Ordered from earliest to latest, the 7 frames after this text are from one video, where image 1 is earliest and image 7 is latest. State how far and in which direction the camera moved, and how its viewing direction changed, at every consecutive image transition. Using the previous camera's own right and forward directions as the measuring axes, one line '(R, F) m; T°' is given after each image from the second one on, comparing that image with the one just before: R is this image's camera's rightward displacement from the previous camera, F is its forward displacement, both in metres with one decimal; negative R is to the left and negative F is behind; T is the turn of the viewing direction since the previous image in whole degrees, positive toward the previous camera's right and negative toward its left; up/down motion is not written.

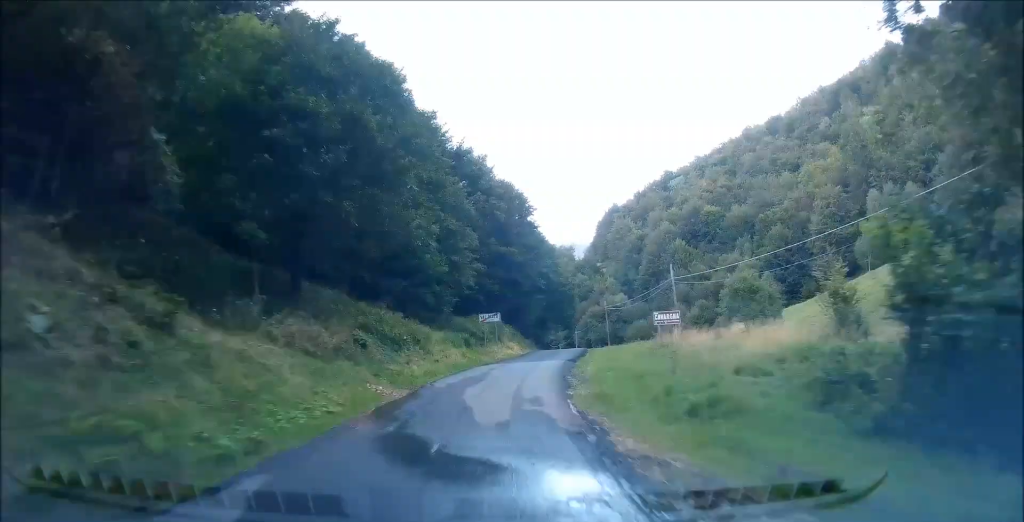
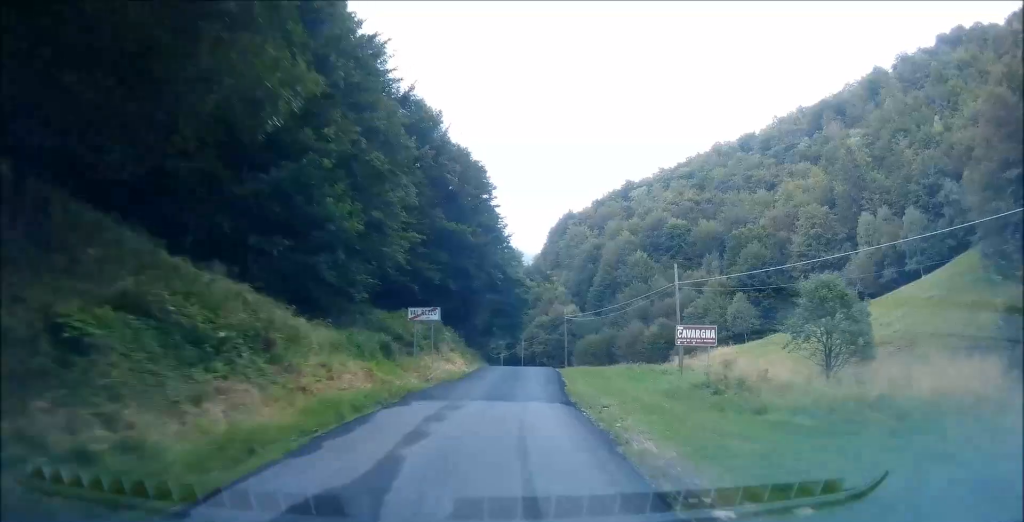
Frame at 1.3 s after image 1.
(+0.5, +13.2) m; +7°
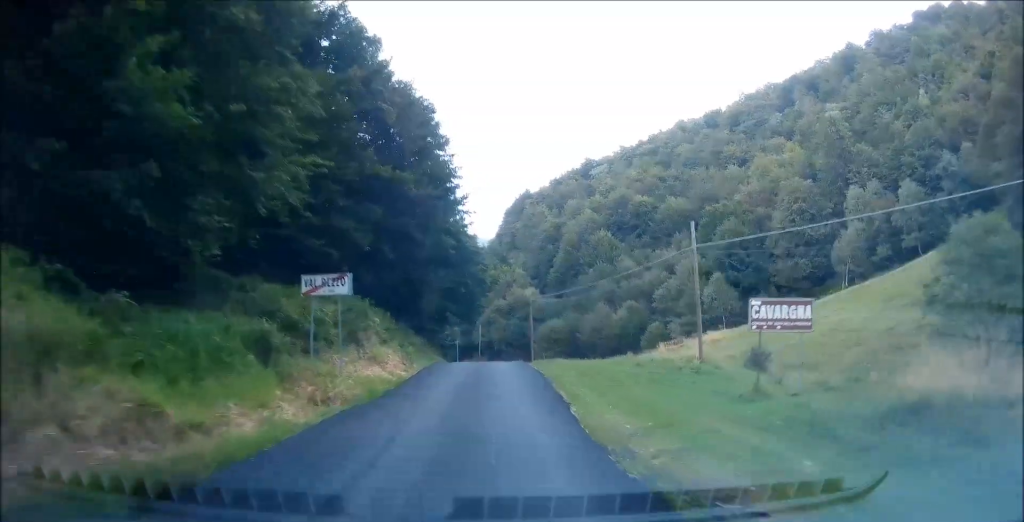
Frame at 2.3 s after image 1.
(+0.7, +10.1) m; +6°
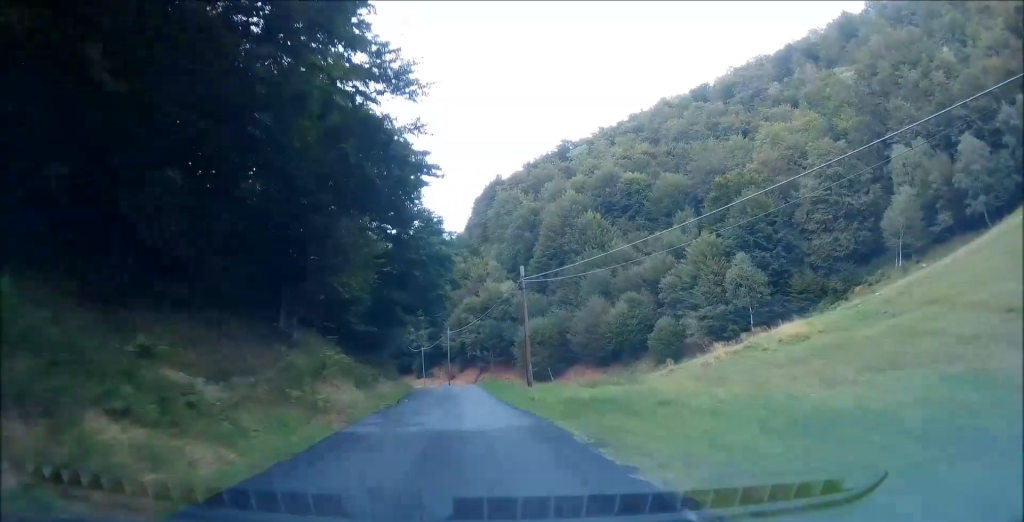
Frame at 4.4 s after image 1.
(-0.2, +21.3) m; -1°
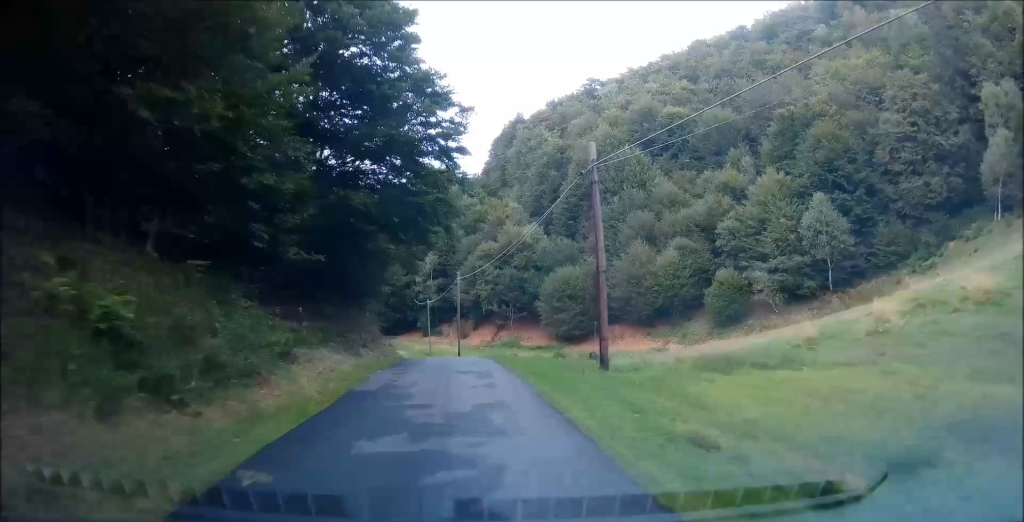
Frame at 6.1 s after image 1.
(-0.7, +17.2) m; -7°
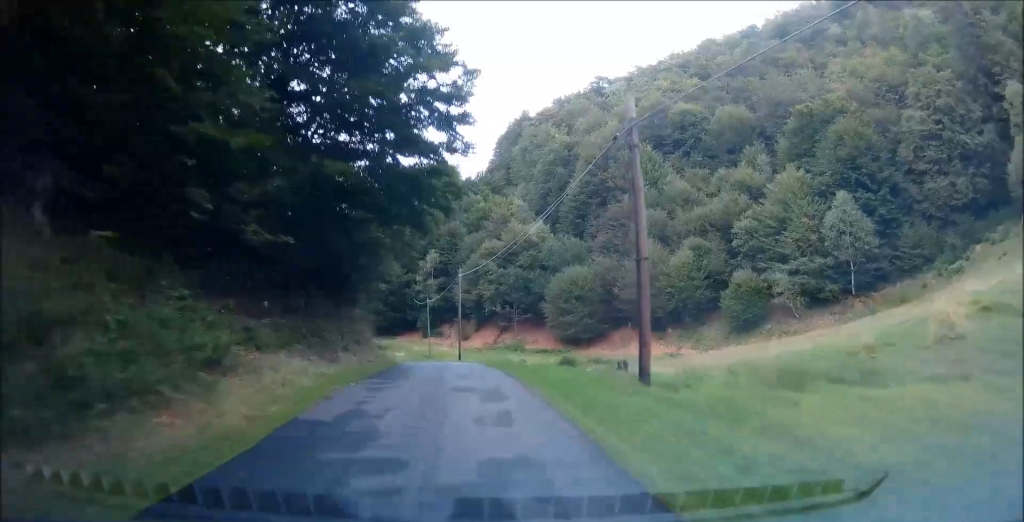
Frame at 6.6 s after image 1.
(-0.2, +4.4) m; -2°
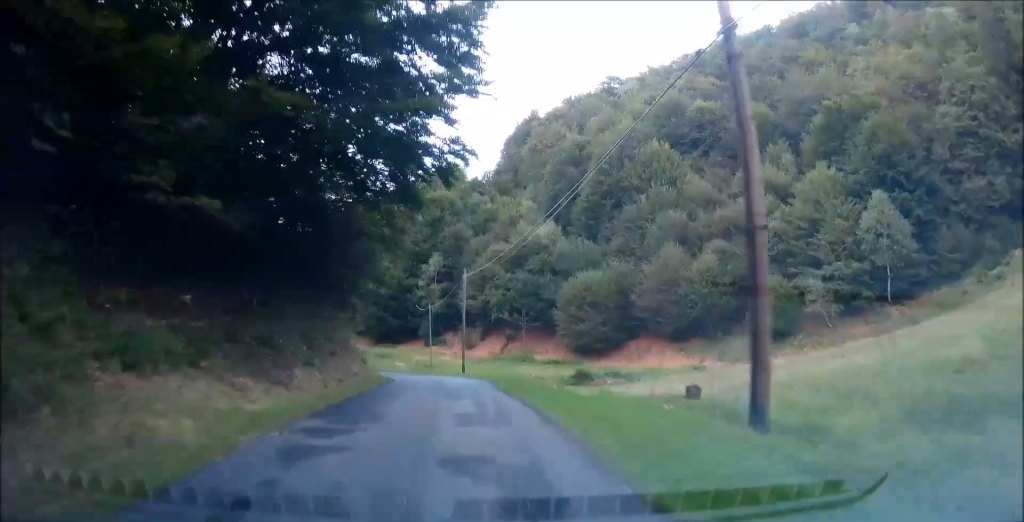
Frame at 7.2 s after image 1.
(+0.1, +6.2) m; 0°
